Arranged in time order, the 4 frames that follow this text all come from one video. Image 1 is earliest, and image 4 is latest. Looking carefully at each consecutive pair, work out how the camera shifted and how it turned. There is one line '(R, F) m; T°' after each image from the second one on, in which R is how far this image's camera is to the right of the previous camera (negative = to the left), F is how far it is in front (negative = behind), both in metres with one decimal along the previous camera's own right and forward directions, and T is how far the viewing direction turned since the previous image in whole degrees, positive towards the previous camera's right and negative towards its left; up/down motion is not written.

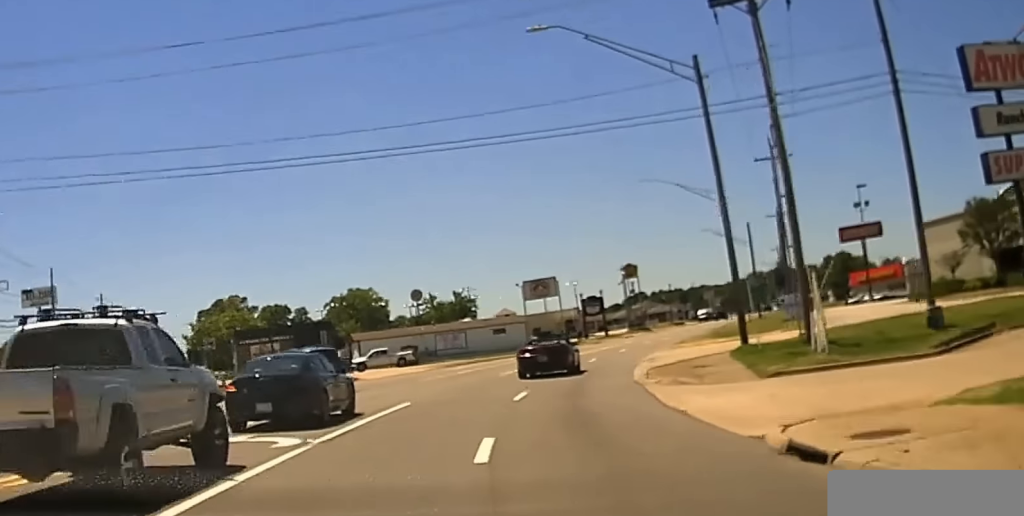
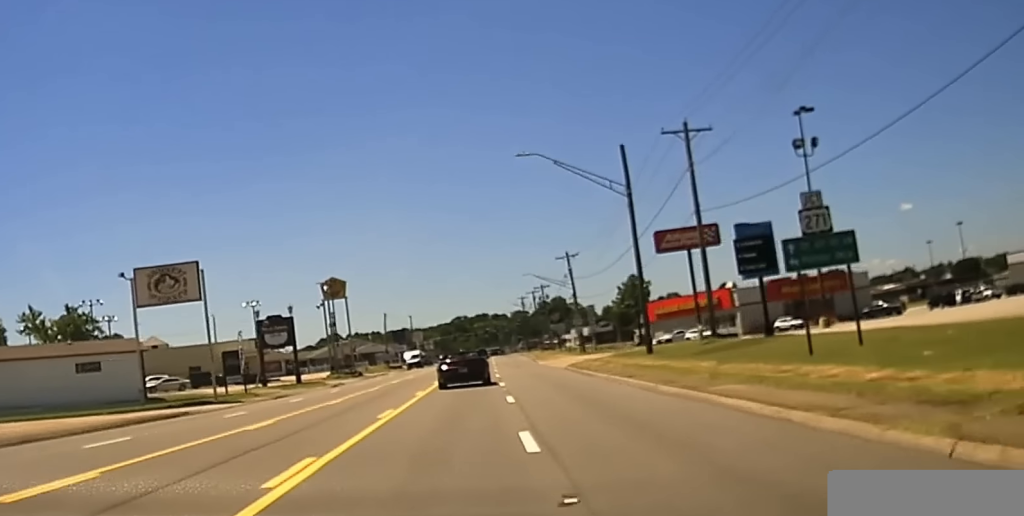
(+9.0, +60.3) m; +17°
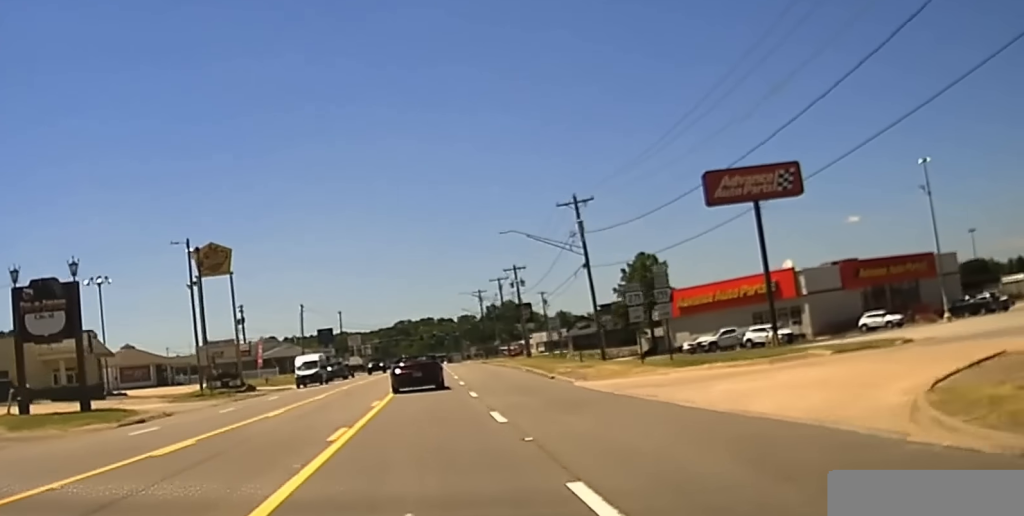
(0.0, +45.1) m; +1°
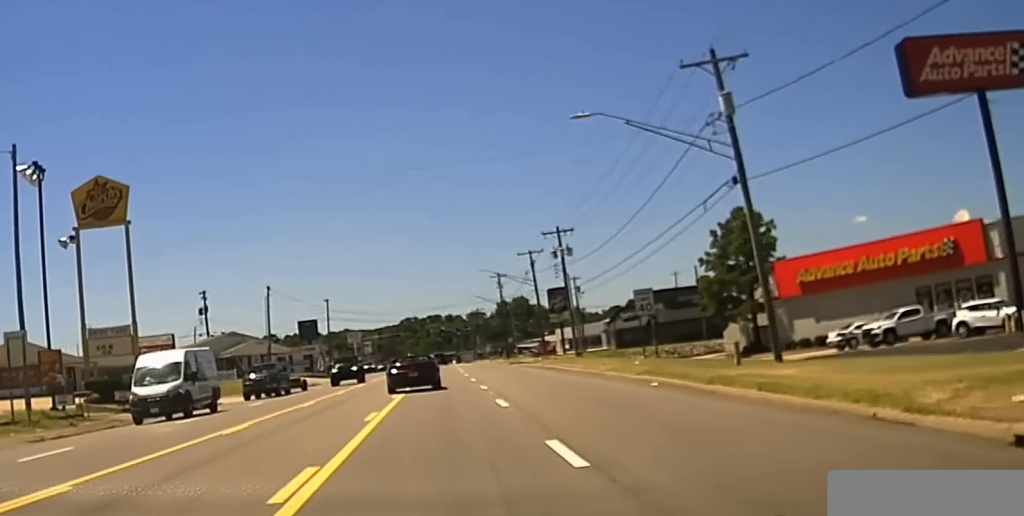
(+0.7, +35.3) m; 0°
